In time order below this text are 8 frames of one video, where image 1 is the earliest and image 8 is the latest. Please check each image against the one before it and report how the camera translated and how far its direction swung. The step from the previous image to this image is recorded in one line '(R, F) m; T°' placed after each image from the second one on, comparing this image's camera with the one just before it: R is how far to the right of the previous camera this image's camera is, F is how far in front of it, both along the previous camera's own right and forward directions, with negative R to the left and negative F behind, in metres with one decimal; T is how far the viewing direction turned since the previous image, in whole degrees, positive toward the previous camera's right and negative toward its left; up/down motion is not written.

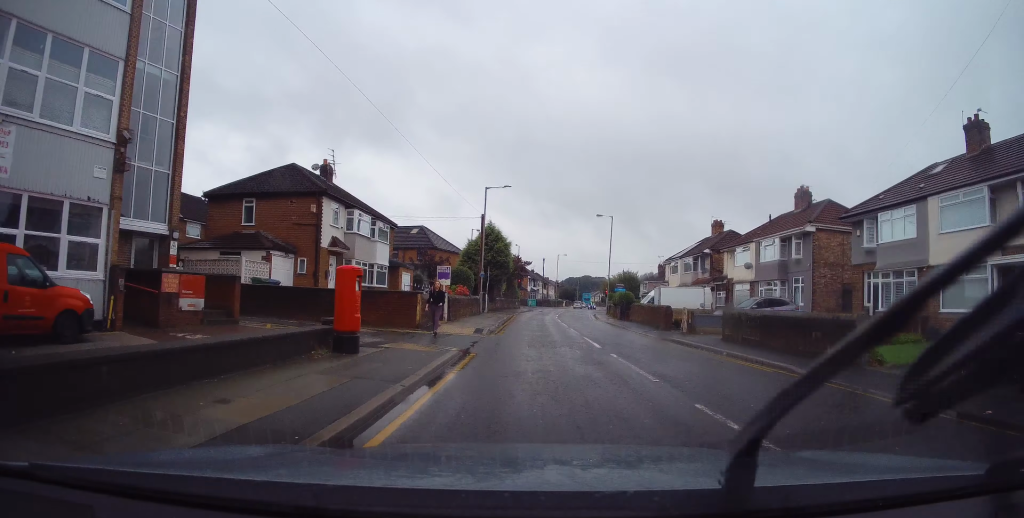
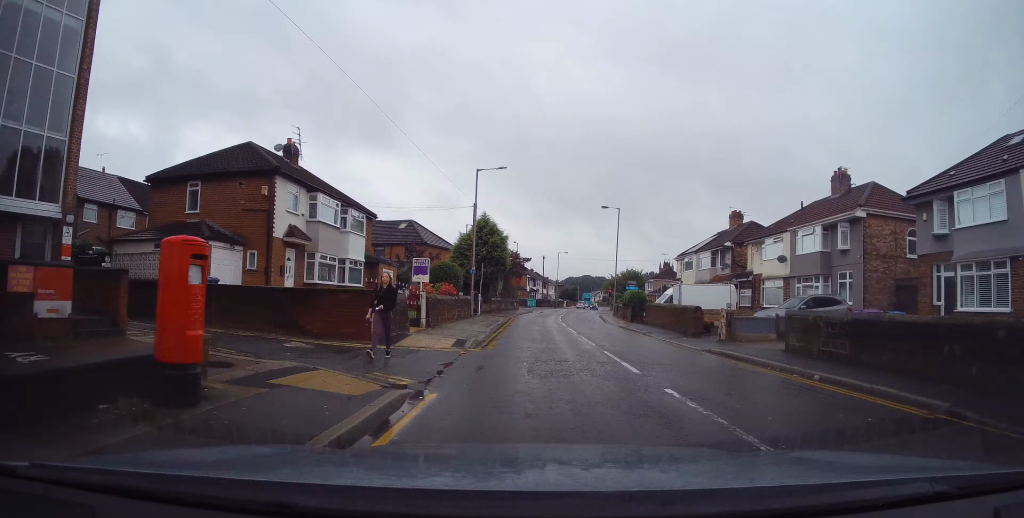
(+0.1, +4.9) m; 0°
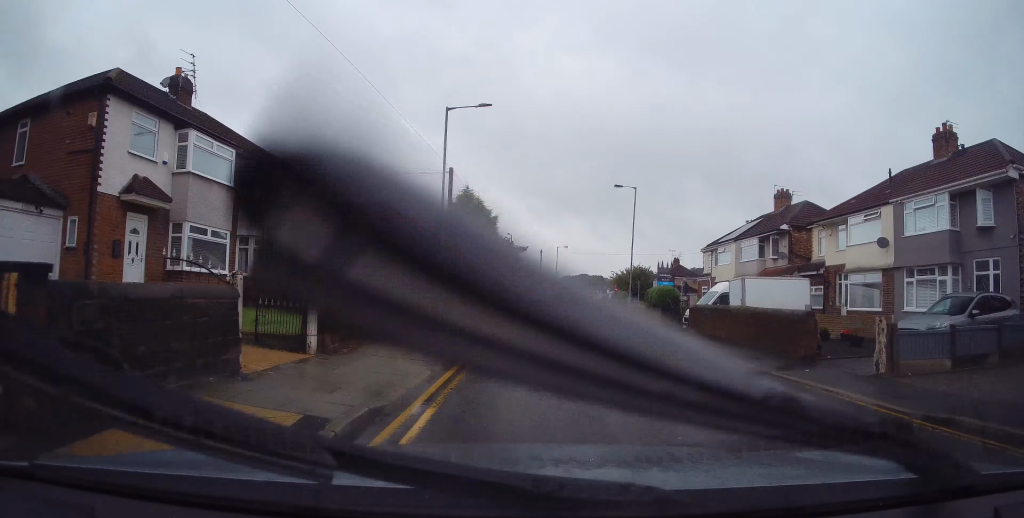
(0.0, +9.7) m; +1°
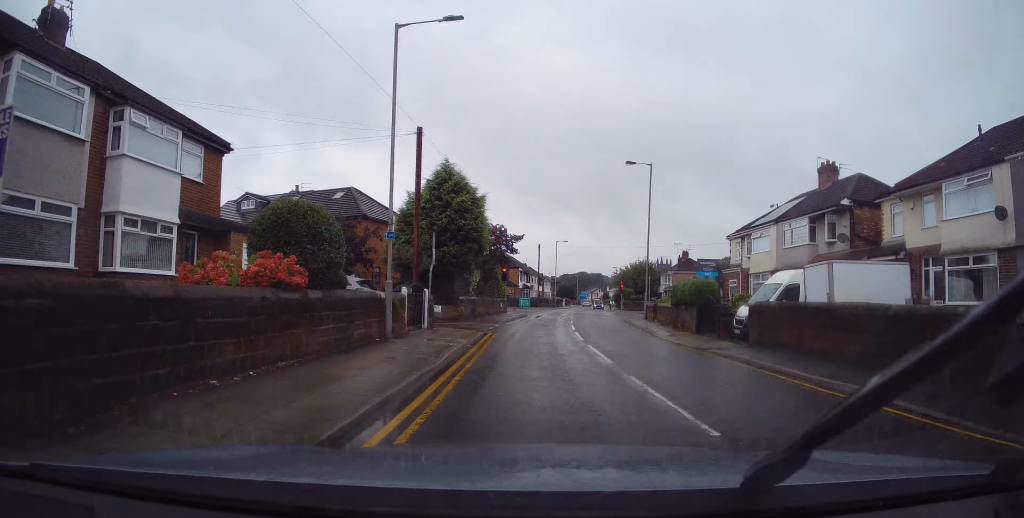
(0.0, +6.9) m; +2°
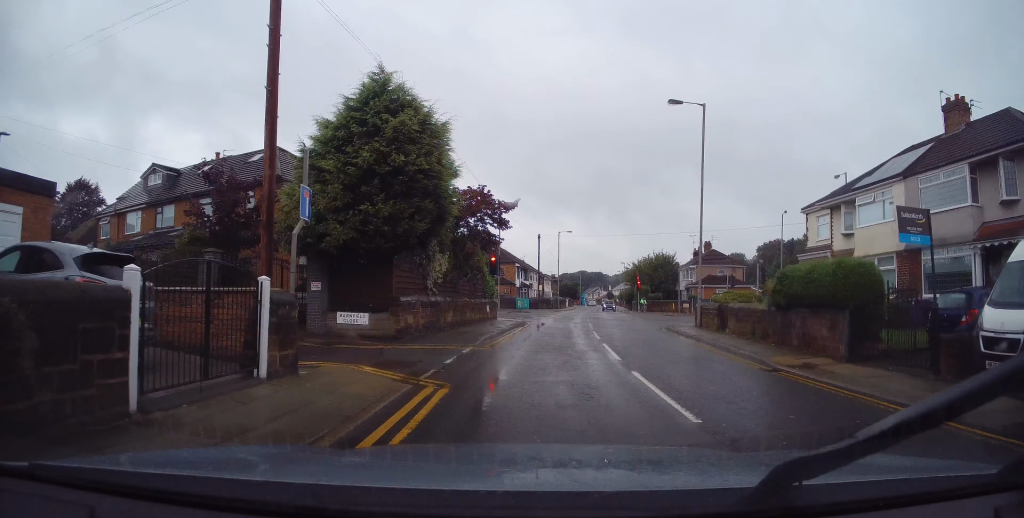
(+0.3, +12.1) m; -2°
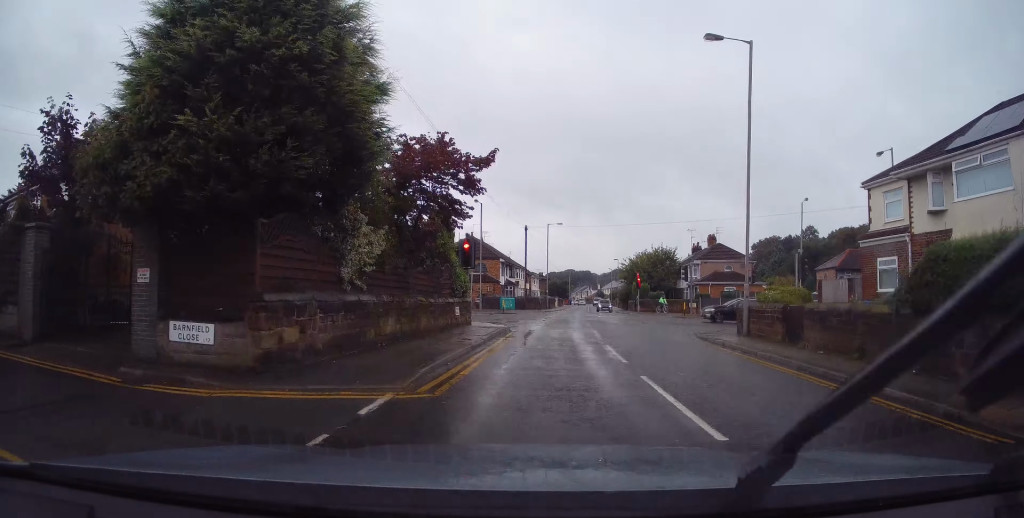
(-0.3, +7.4) m; -1°
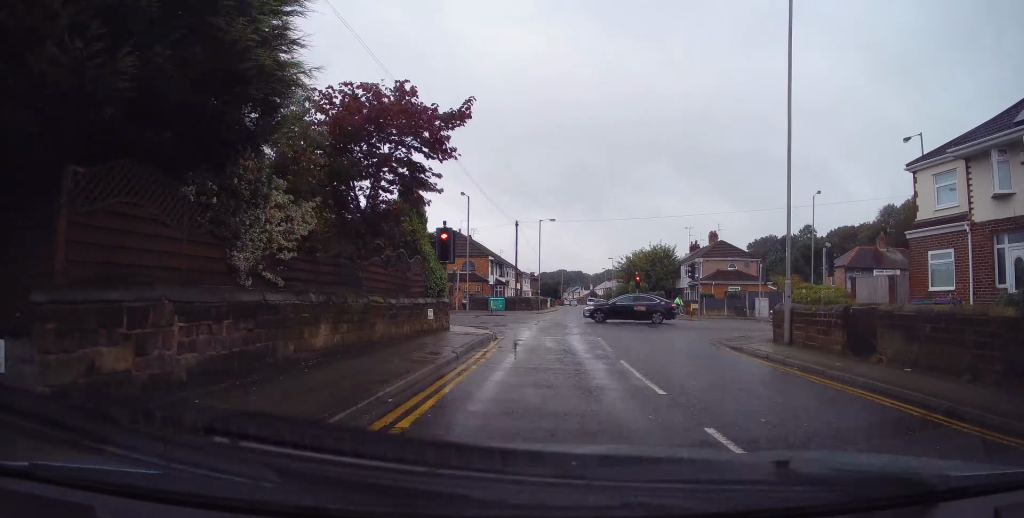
(+0.1, +3.7) m; +2°
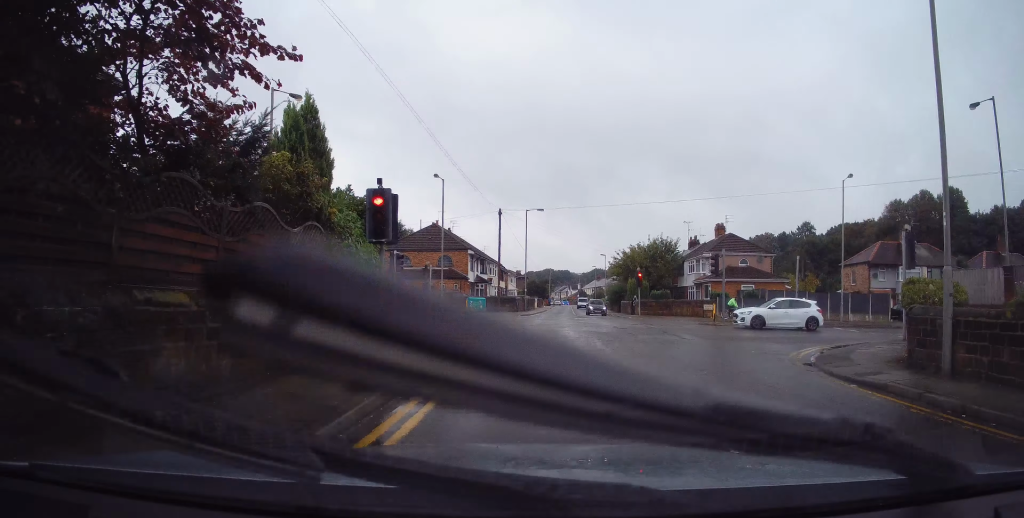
(+0.2, +7.2) m; +2°
